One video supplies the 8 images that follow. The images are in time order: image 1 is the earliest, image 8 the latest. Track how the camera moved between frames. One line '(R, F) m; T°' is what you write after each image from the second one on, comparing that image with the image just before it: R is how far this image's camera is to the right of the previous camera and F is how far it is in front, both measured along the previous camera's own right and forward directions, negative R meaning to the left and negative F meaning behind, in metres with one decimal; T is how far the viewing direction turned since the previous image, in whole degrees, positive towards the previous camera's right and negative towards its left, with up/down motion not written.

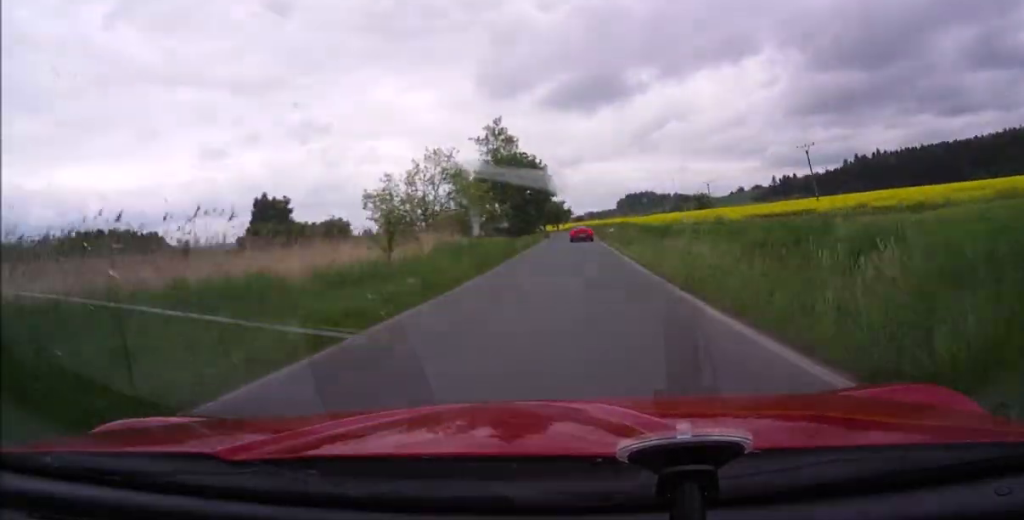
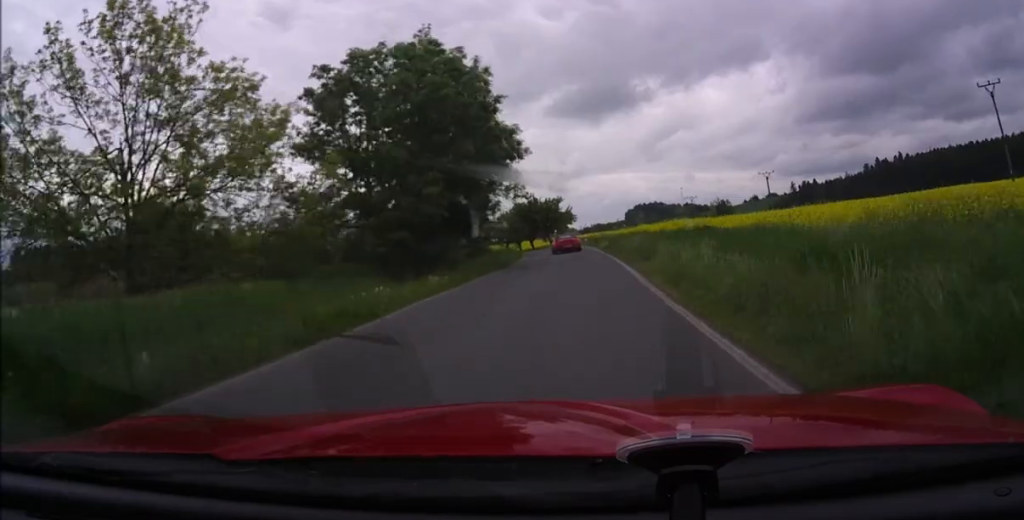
(-0.6, +53.4) m; -1°
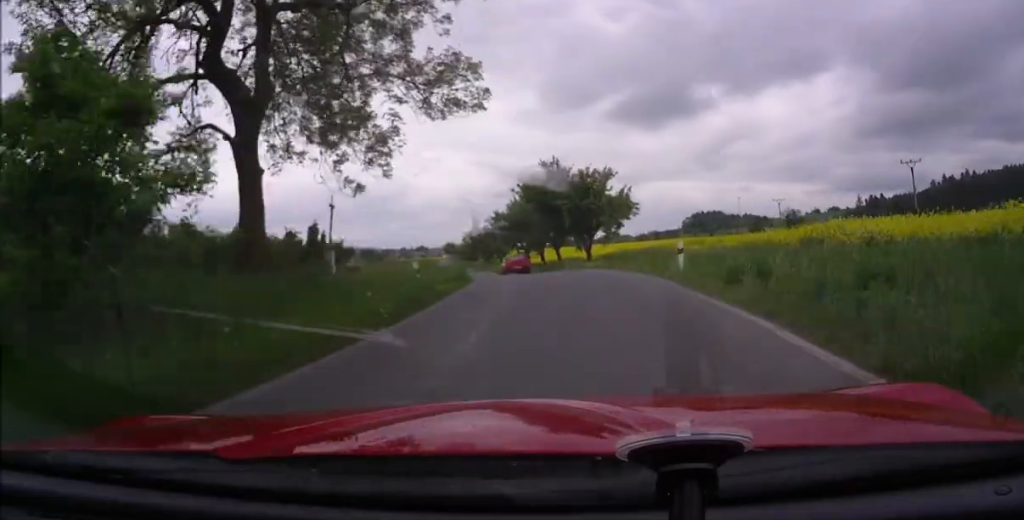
(0.0, +42.4) m; 0°
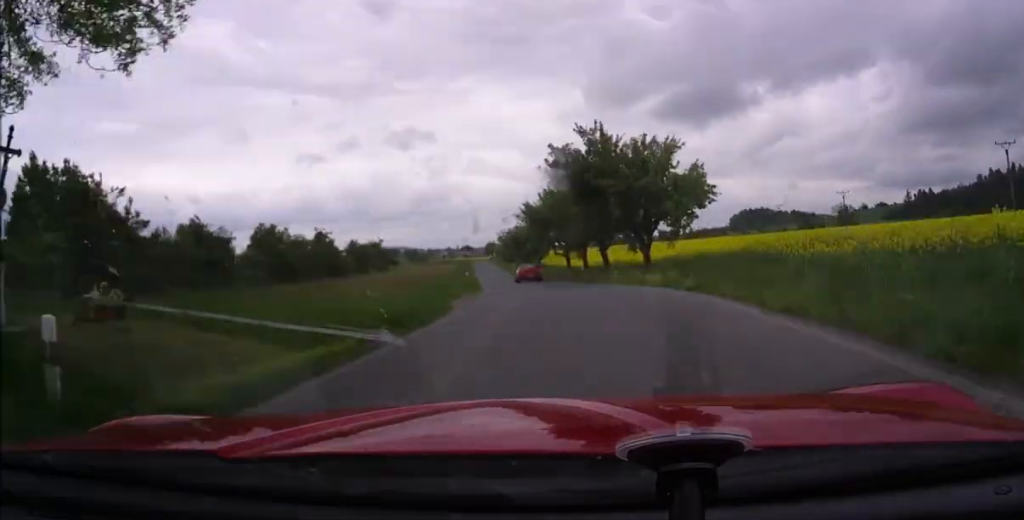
(+0.1, +12.7) m; -3°
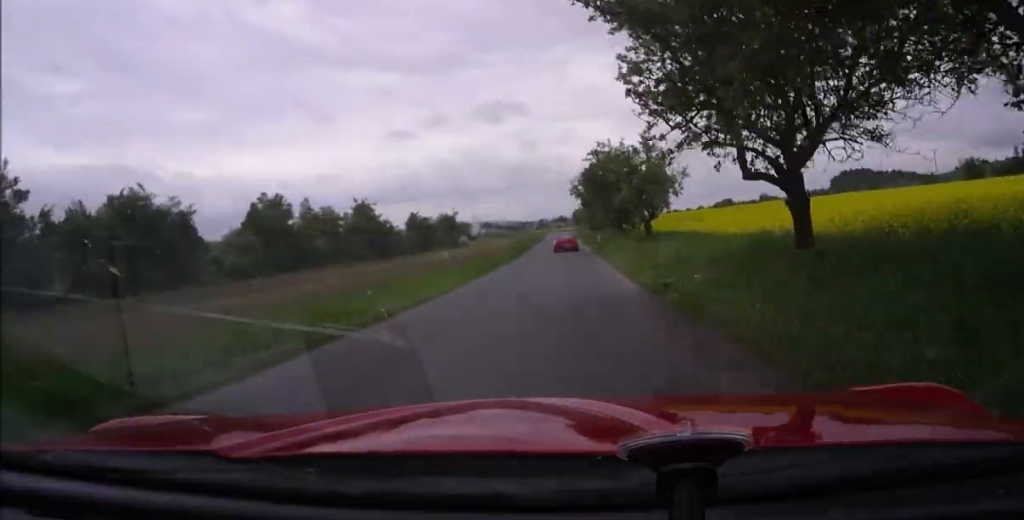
(-4.9, +44.2) m; -9°
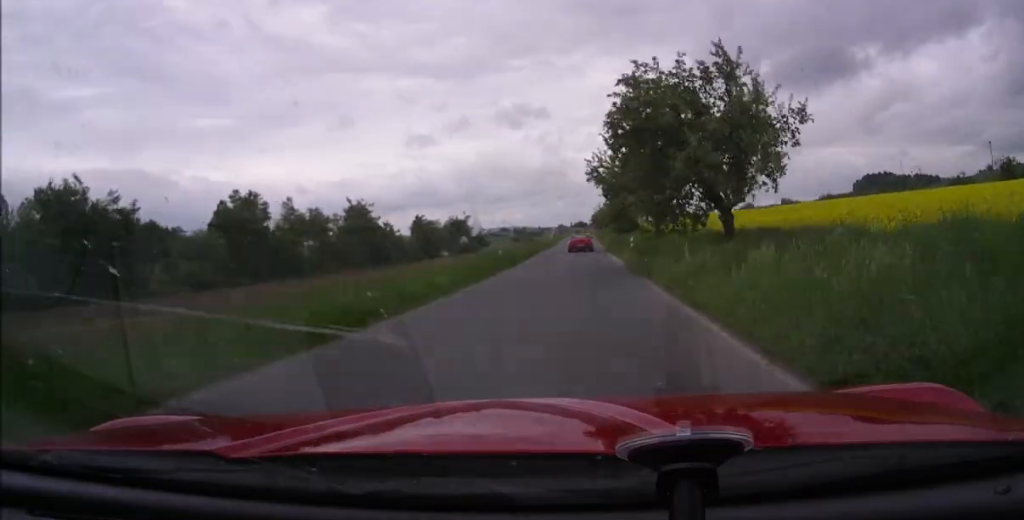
(+0.5, +18.1) m; -1°
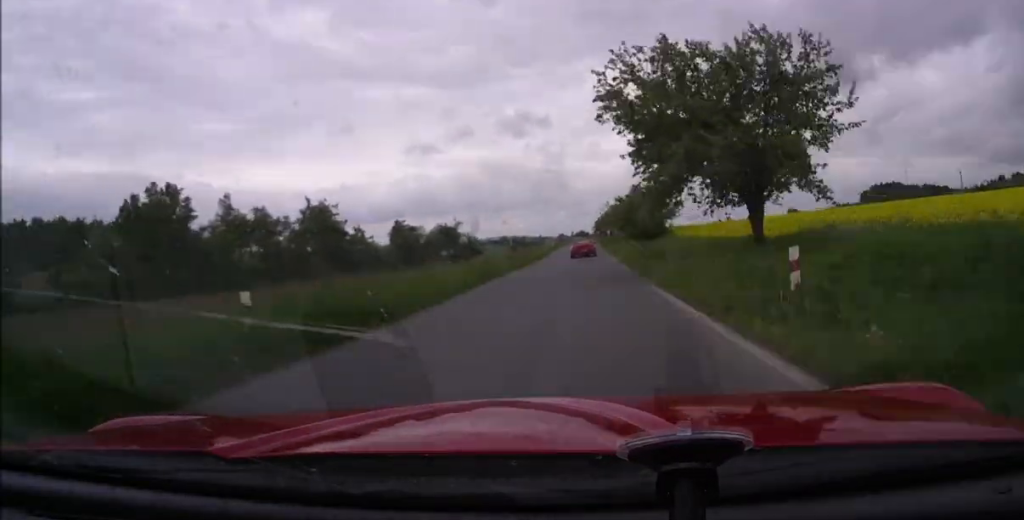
(-0.1, +25.2) m; -2°
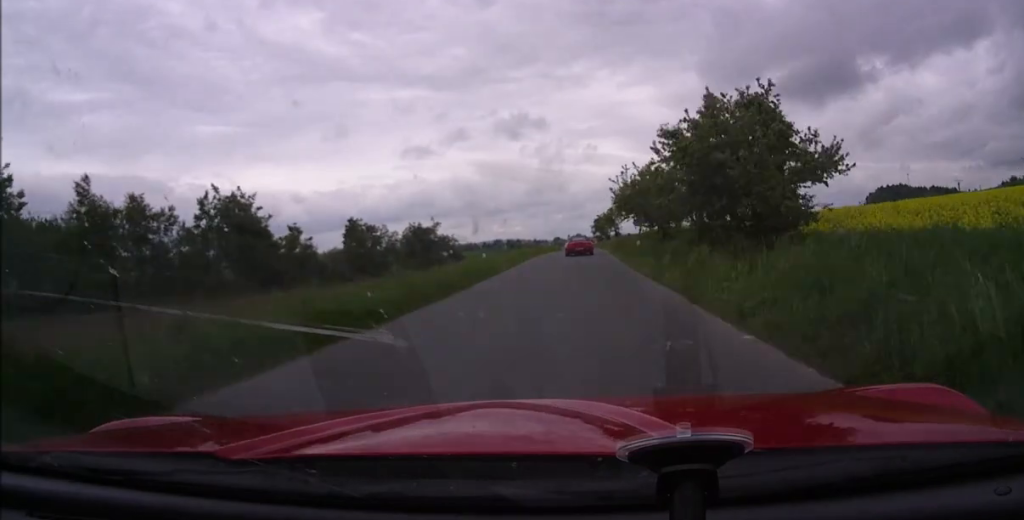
(-1.6, +35.6) m; -2°
